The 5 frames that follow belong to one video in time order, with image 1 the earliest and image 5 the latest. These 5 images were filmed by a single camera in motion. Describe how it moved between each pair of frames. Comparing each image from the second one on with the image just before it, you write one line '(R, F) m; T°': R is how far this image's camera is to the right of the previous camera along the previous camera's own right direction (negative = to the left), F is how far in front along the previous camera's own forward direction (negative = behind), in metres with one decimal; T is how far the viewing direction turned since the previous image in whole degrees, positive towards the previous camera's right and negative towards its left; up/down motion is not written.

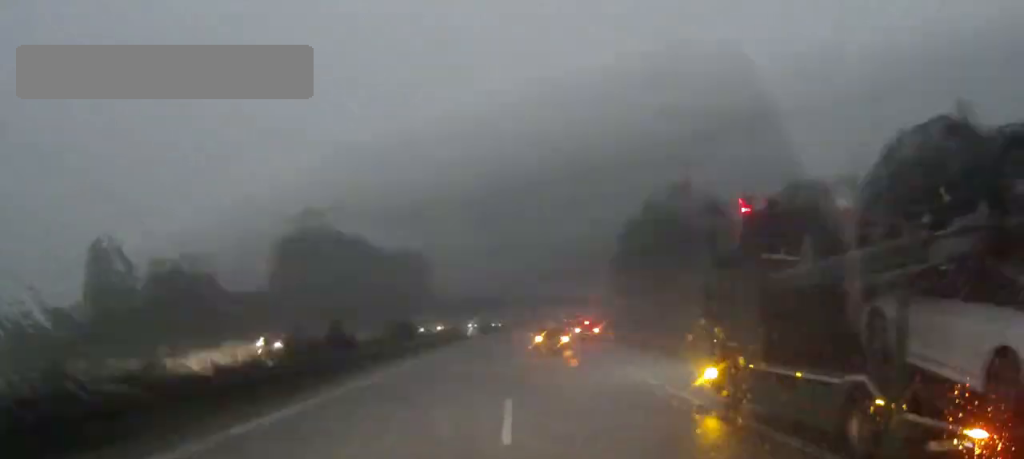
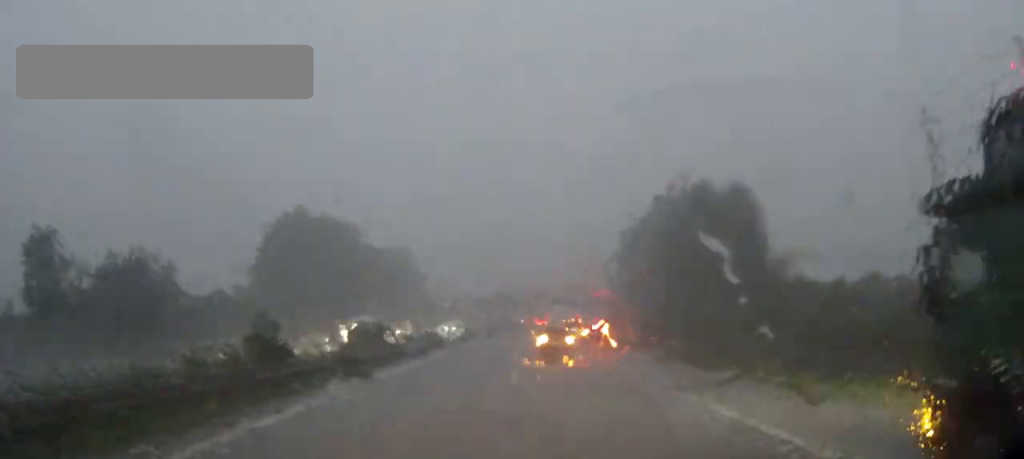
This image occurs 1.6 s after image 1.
(0.0, +7.8) m; +1°
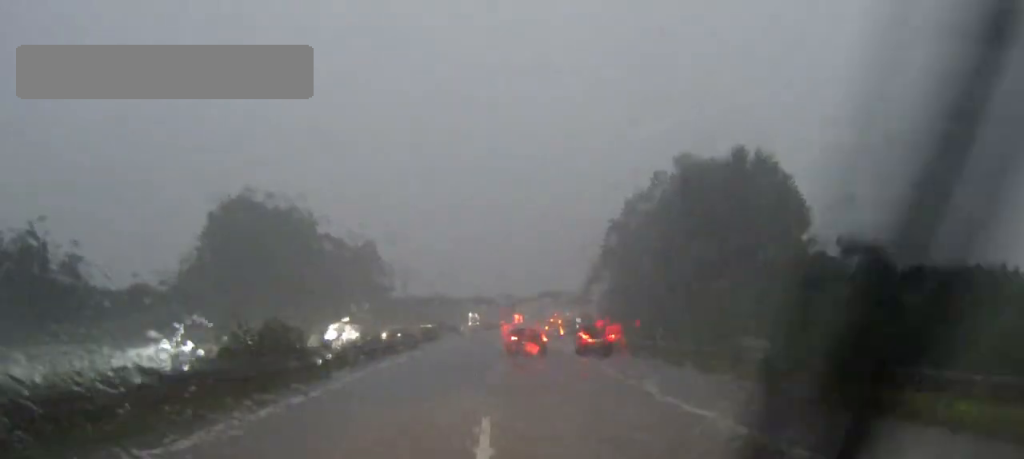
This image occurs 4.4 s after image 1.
(+0.3, +13.2) m; +2°
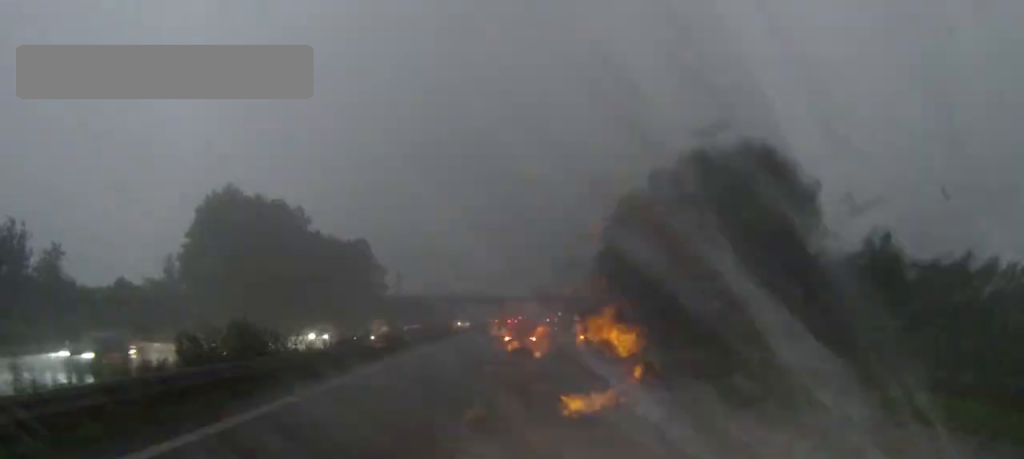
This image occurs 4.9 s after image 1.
(0.0, +2.4) m; 0°
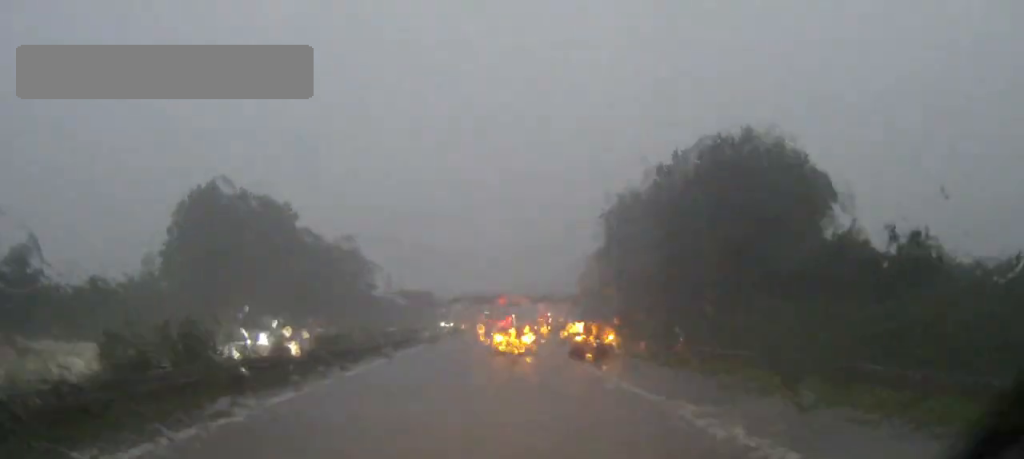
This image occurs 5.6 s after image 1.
(0.0, +3.6) m; 0°
